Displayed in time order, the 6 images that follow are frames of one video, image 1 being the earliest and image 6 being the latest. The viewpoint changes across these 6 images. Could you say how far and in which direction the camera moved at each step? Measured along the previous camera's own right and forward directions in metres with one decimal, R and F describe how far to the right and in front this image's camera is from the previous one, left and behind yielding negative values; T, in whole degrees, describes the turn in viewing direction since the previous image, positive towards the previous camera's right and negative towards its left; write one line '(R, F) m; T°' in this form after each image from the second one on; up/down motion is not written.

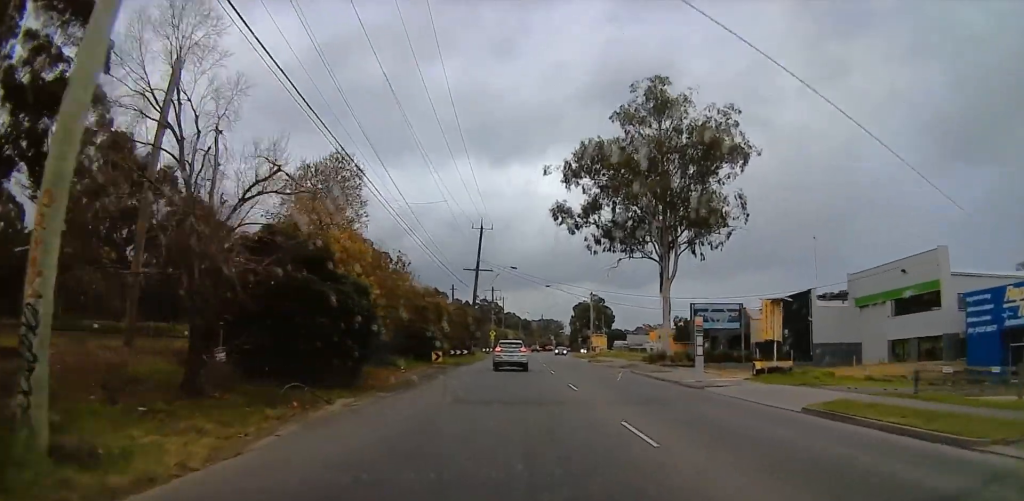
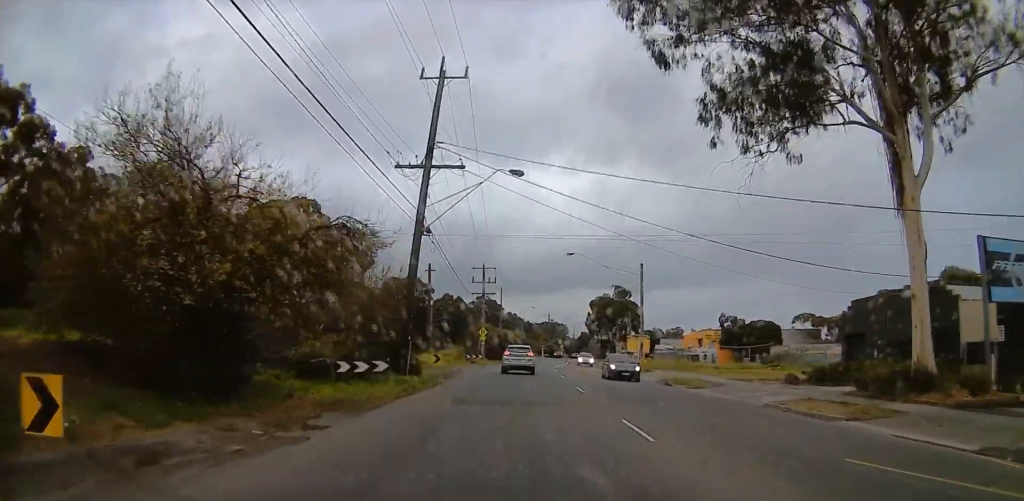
(+0.2, +35.1) m; -3°
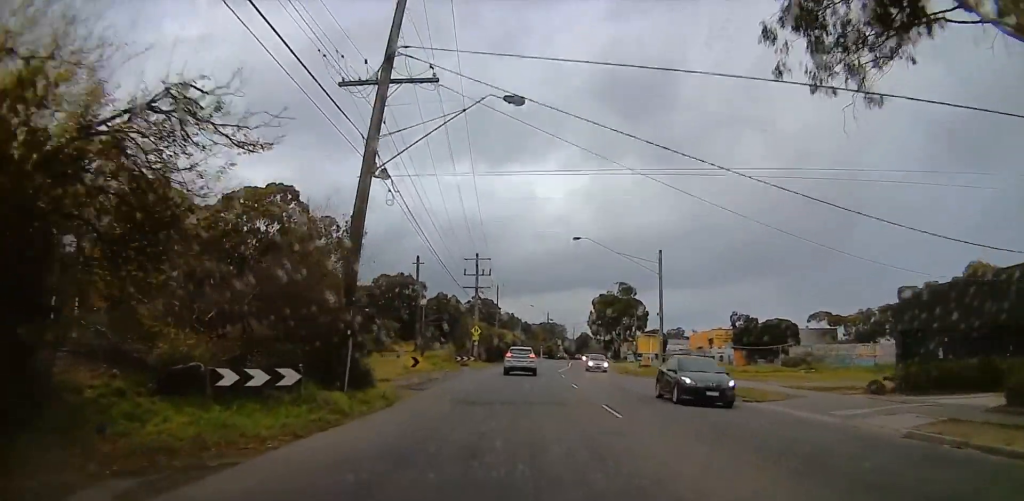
(-0.5, +8.1) m; 0°
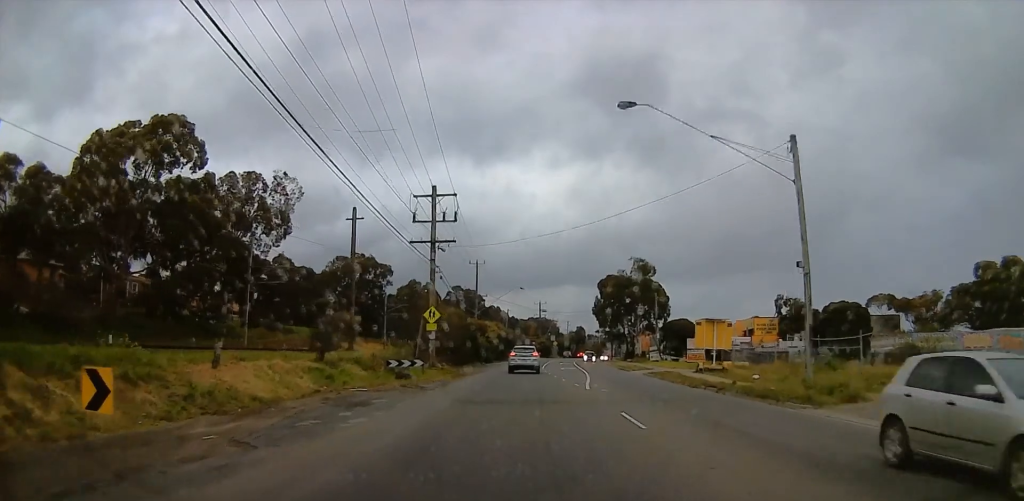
(+1.0, +26.2) m; +7°
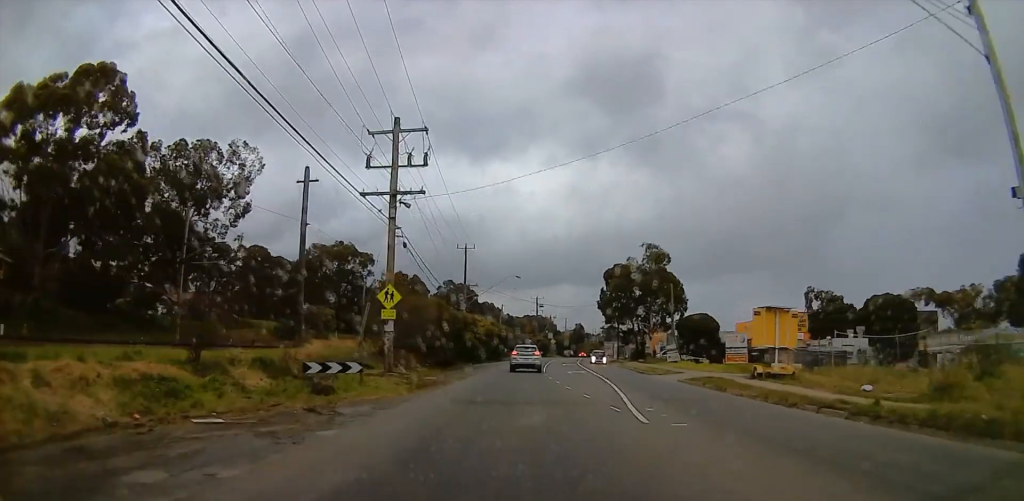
(0.0, +11.5) m; 0°
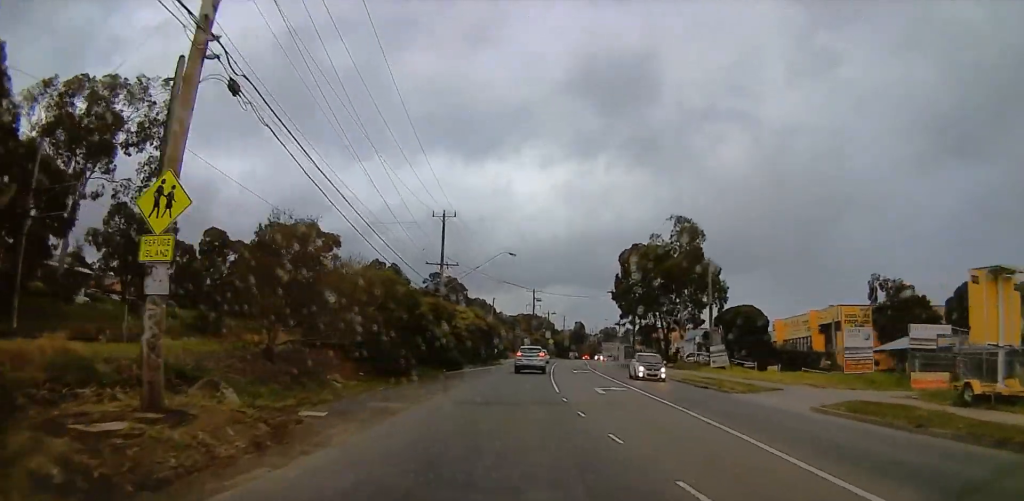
(0.0, +17.1) m; 0°
